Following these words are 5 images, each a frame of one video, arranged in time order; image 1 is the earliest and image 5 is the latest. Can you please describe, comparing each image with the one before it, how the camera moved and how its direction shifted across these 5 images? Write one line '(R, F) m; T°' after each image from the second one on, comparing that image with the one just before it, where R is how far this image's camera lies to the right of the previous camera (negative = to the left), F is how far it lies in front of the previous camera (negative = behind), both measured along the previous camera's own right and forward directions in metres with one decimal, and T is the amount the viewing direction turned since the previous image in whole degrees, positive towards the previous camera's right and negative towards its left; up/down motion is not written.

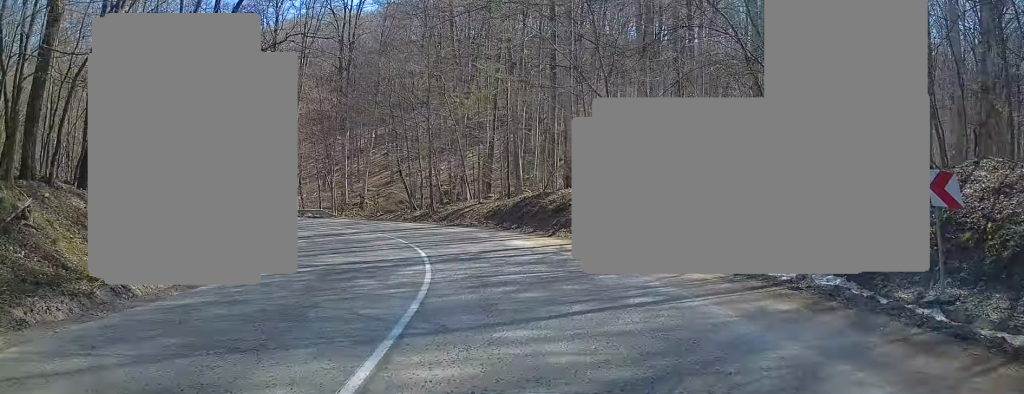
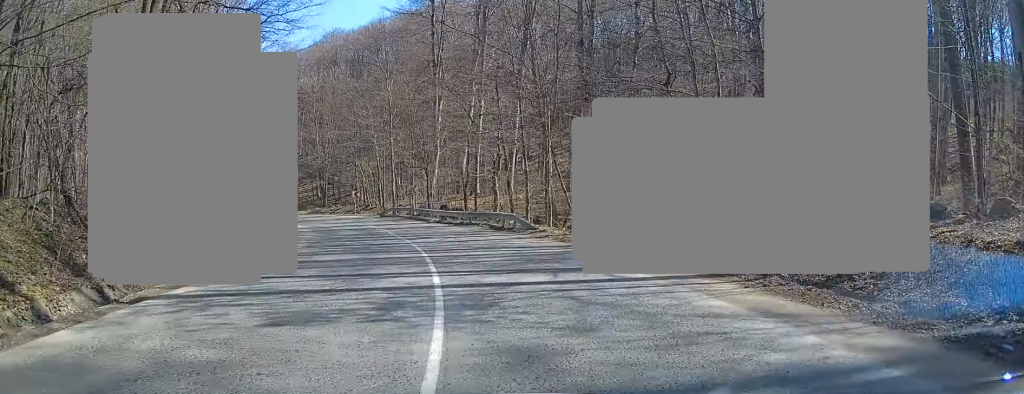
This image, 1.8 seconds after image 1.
(-4.7, +26.6) m; -19°
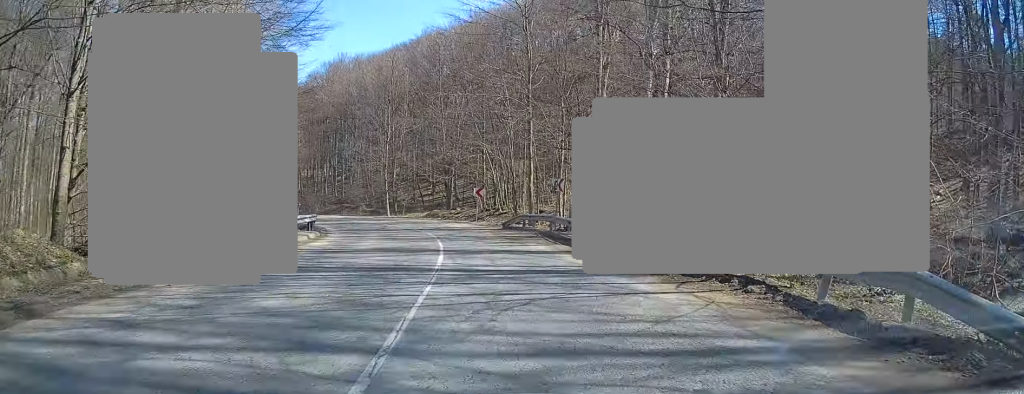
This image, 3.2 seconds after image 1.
(-2.8, +20.5) m; -20°
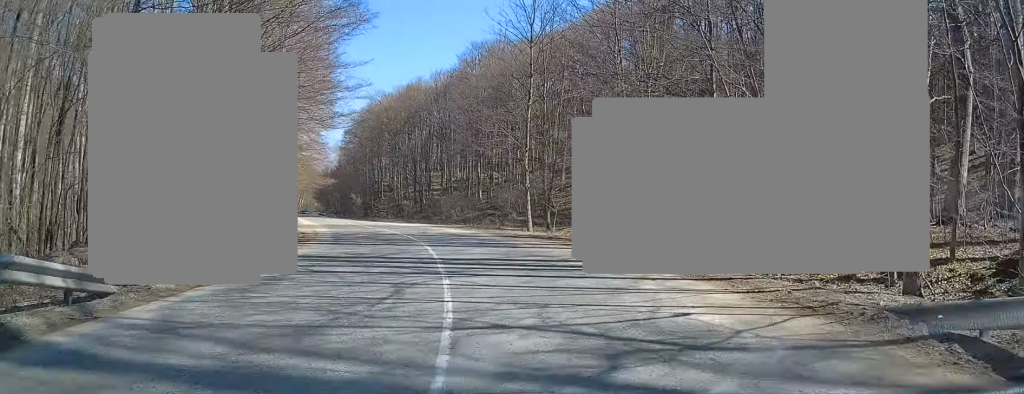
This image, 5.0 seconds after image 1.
(-4.7, +26.0) m; -15°
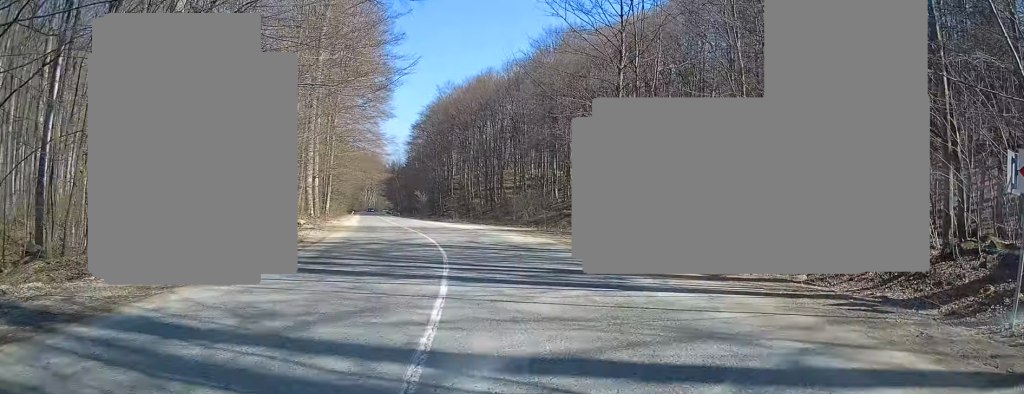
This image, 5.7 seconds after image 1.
(-0.5, +9.6) m; -5°
